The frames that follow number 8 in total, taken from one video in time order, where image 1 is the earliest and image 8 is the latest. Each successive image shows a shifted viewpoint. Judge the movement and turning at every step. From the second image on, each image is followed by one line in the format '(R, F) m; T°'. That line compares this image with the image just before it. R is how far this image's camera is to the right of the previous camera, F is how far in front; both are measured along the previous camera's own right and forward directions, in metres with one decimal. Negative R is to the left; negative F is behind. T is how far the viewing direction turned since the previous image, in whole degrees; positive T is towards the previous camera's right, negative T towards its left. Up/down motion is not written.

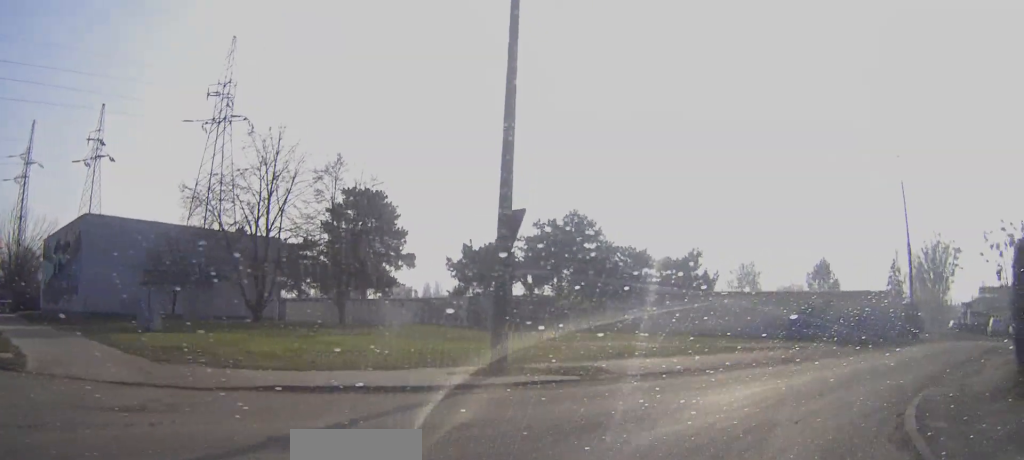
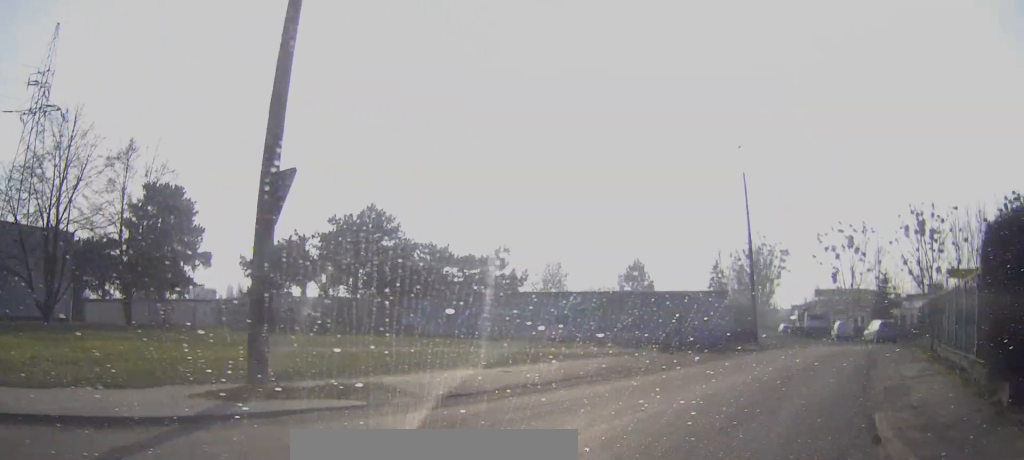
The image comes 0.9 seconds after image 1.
(+0.7, +3.3) m; +13°
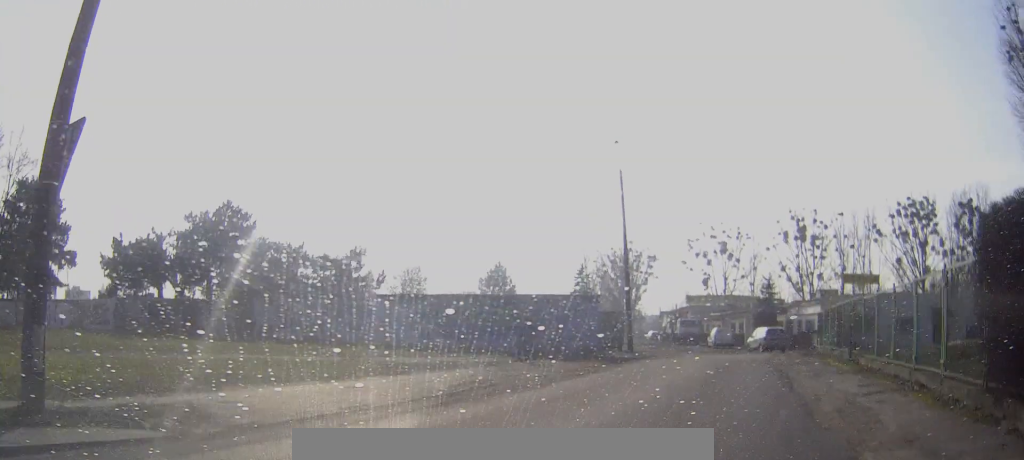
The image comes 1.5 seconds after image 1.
(+0.2, +2.6) m; +7°
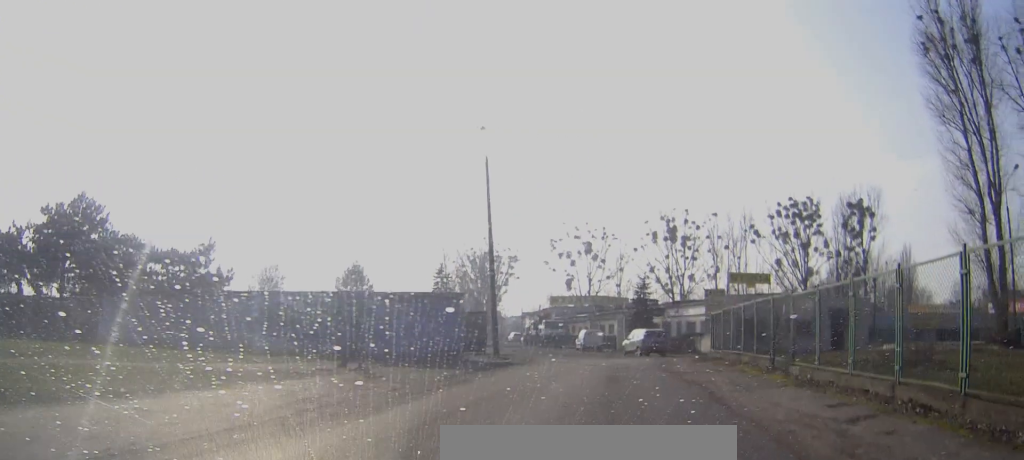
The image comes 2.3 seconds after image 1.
(0.0, +3.3) m; +8°
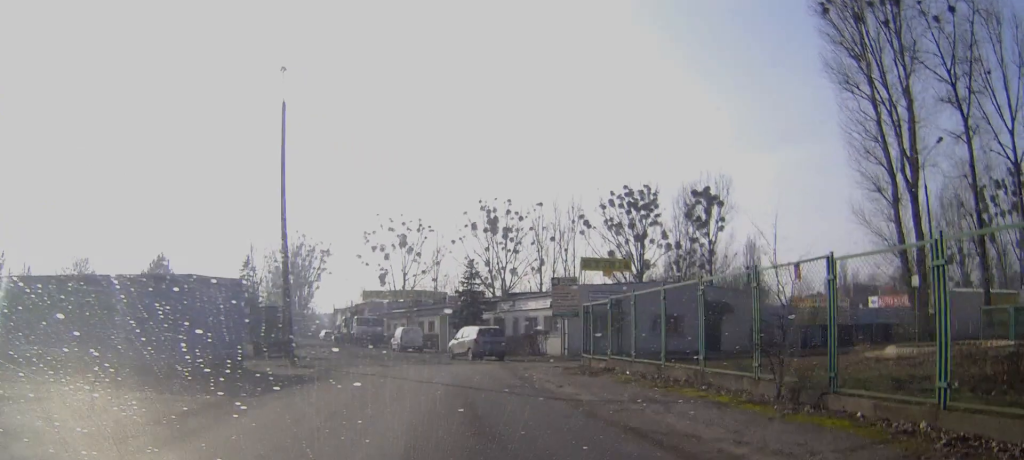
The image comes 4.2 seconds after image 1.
(+1.6, +8.1) m; +16°
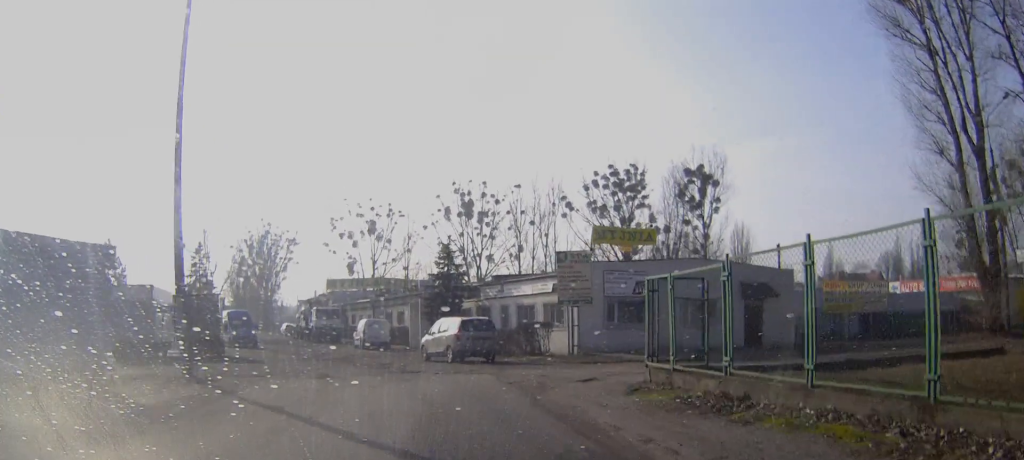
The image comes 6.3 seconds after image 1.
(+0.4, +9.2) m; +2°
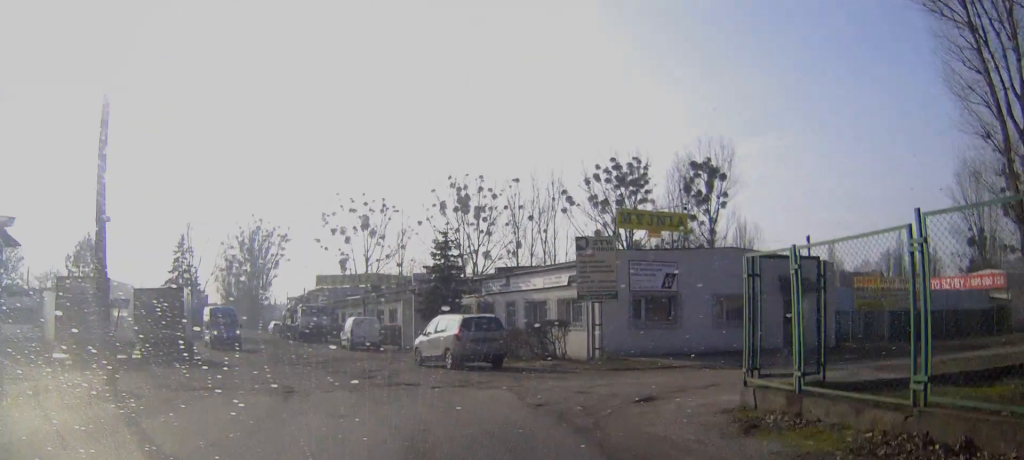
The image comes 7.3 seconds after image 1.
(0.0, +4.4) m; 0°
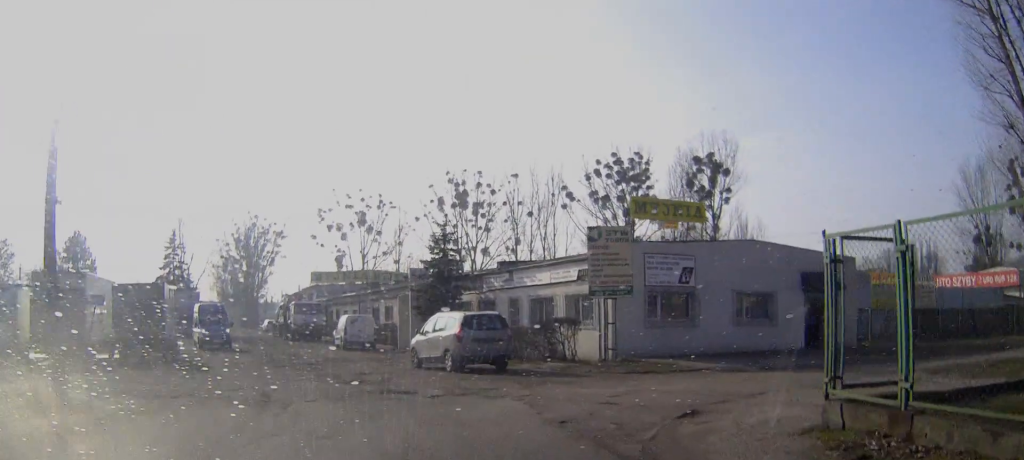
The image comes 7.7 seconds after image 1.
(0.0, +1.9) m; 0°
